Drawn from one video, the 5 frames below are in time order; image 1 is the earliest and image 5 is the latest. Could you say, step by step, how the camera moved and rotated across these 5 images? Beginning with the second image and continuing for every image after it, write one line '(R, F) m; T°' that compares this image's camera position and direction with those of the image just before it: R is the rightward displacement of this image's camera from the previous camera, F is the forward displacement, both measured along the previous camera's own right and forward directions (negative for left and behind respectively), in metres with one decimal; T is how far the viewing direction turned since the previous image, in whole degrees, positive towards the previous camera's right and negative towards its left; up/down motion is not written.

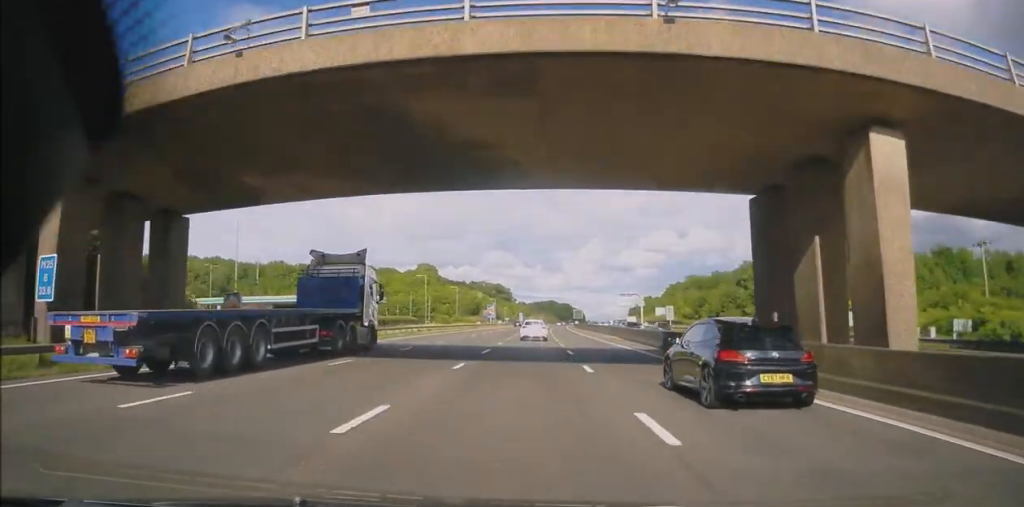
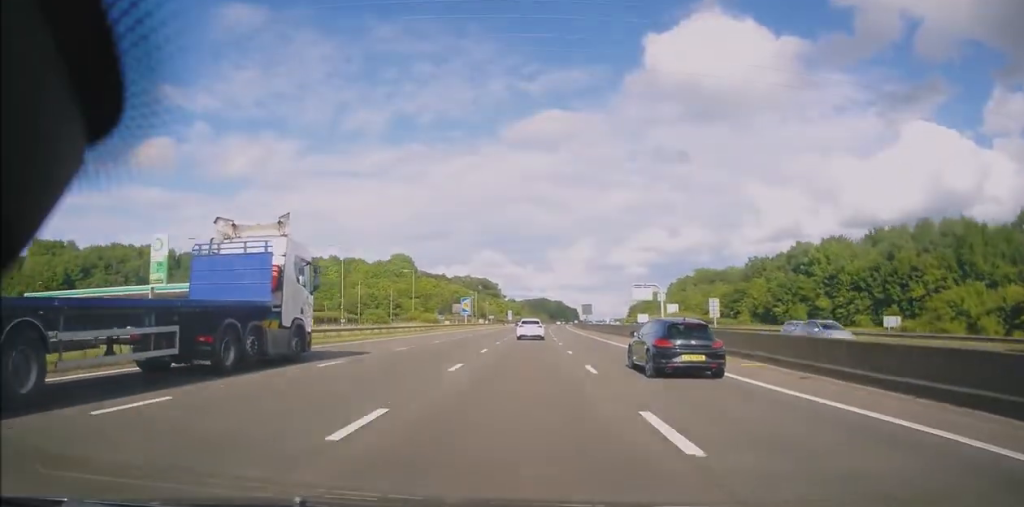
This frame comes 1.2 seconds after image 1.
(+0.5, +36.7) m; +1°
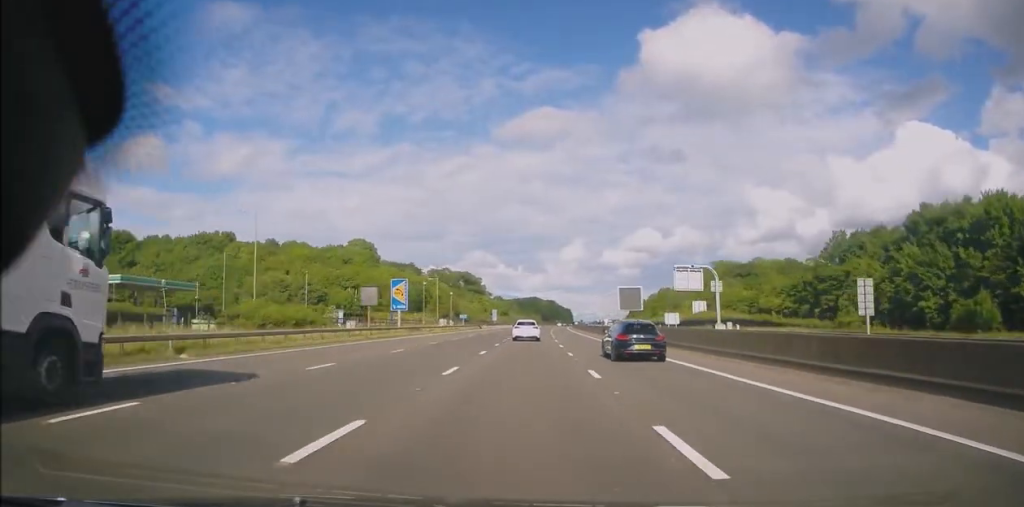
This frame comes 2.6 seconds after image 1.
(+0.5, +46.1) m; +1°
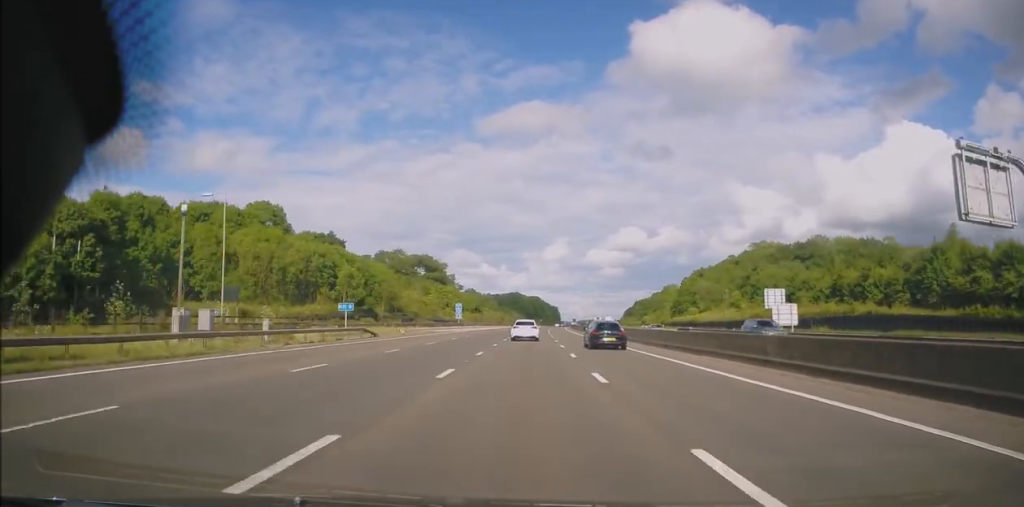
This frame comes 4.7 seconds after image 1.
(+0.8, +64.3) m; +1°
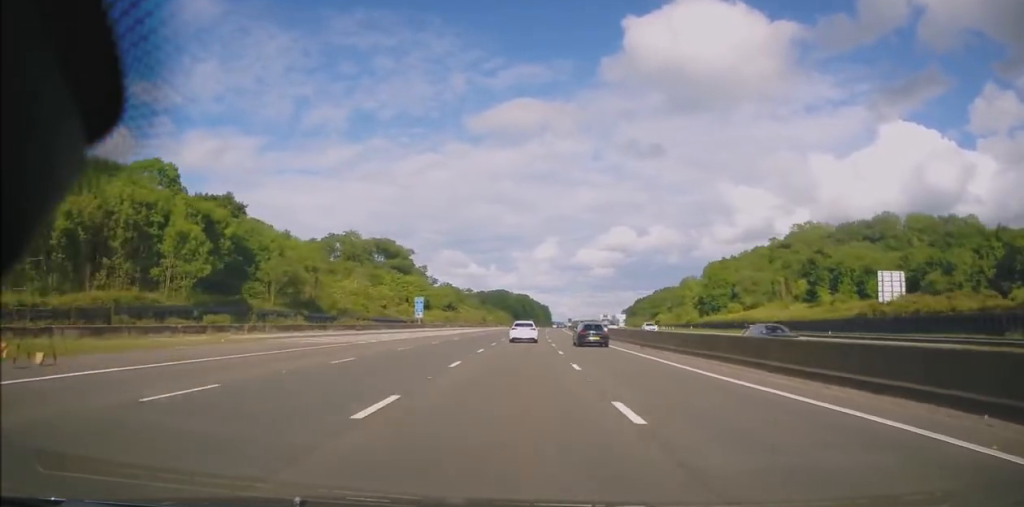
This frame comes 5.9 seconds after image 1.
(+0.5, +40.4) m; +1°
